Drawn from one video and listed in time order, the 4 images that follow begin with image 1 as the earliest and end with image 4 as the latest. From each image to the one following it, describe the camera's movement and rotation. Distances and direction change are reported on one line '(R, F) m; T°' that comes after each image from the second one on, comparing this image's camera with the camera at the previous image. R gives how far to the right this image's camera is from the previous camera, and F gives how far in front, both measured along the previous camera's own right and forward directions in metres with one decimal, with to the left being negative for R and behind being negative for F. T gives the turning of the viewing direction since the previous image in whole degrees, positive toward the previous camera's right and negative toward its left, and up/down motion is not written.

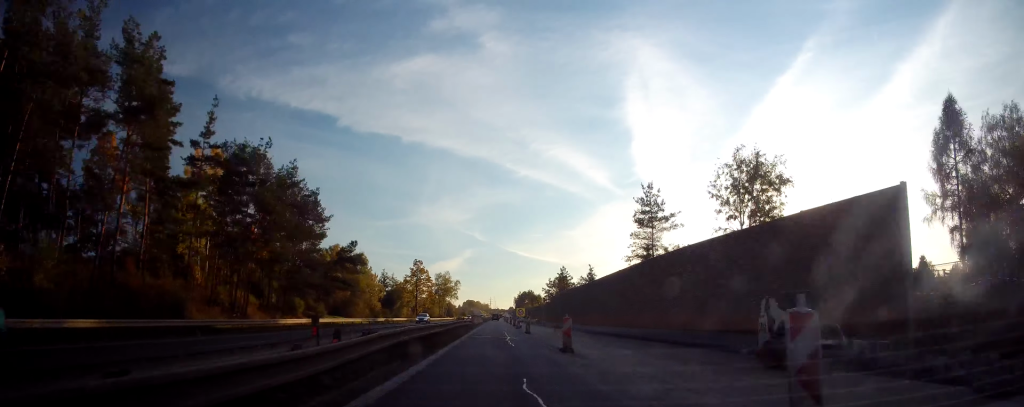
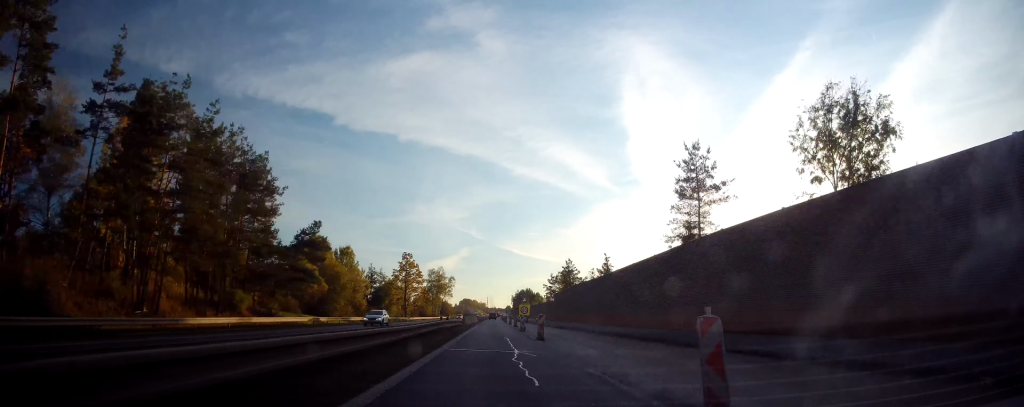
(+0.2, +12.2) m; 0°
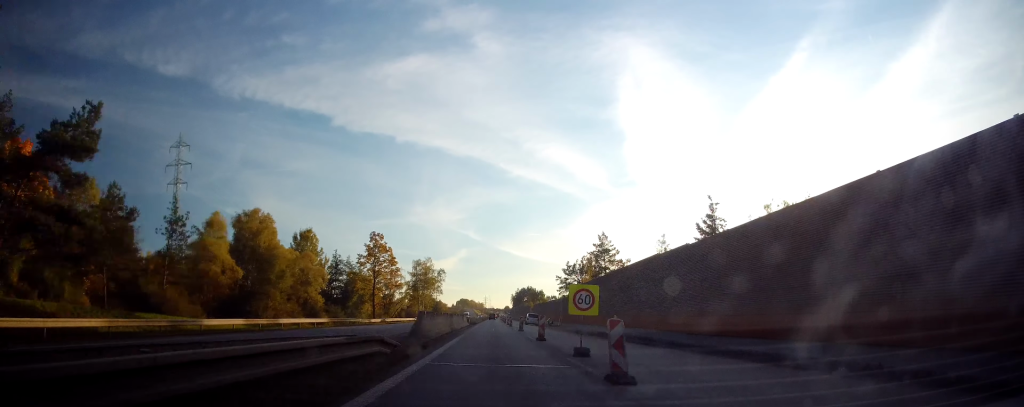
(-0.1, +31.0) m; -1°
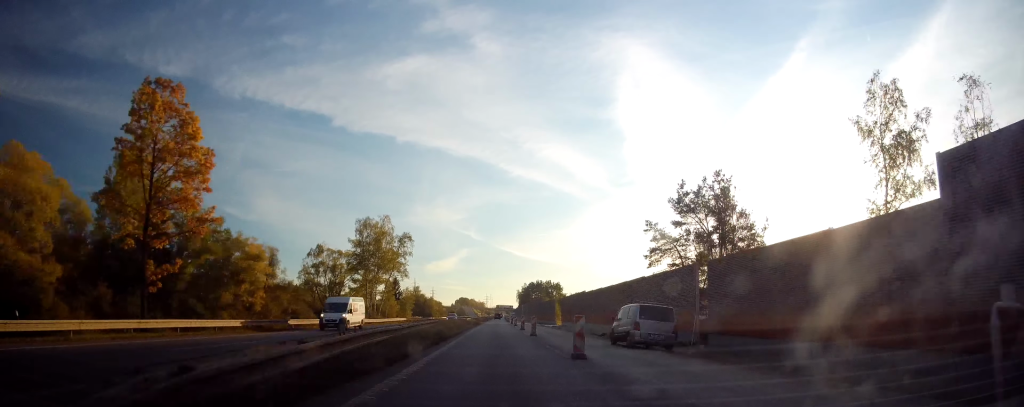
(+0.7, +62.9) m; 0°
